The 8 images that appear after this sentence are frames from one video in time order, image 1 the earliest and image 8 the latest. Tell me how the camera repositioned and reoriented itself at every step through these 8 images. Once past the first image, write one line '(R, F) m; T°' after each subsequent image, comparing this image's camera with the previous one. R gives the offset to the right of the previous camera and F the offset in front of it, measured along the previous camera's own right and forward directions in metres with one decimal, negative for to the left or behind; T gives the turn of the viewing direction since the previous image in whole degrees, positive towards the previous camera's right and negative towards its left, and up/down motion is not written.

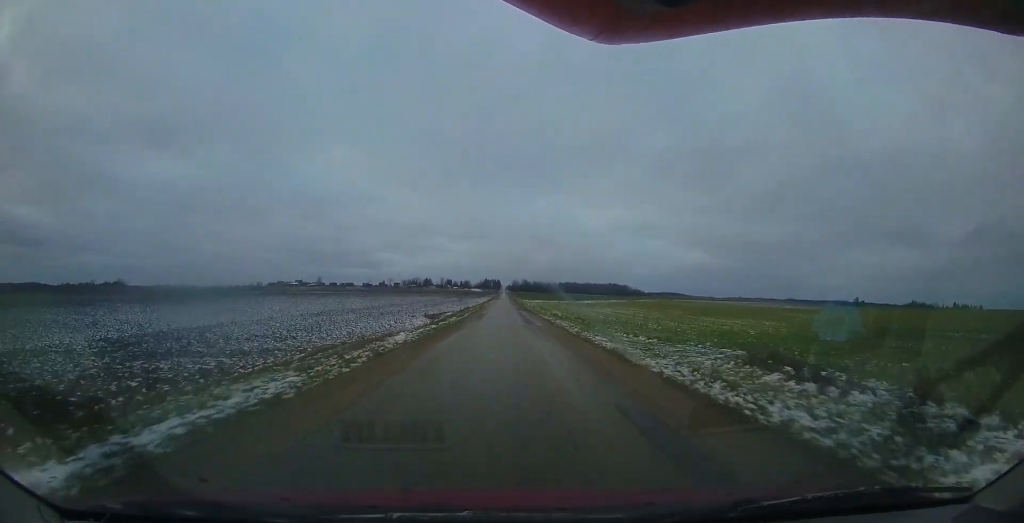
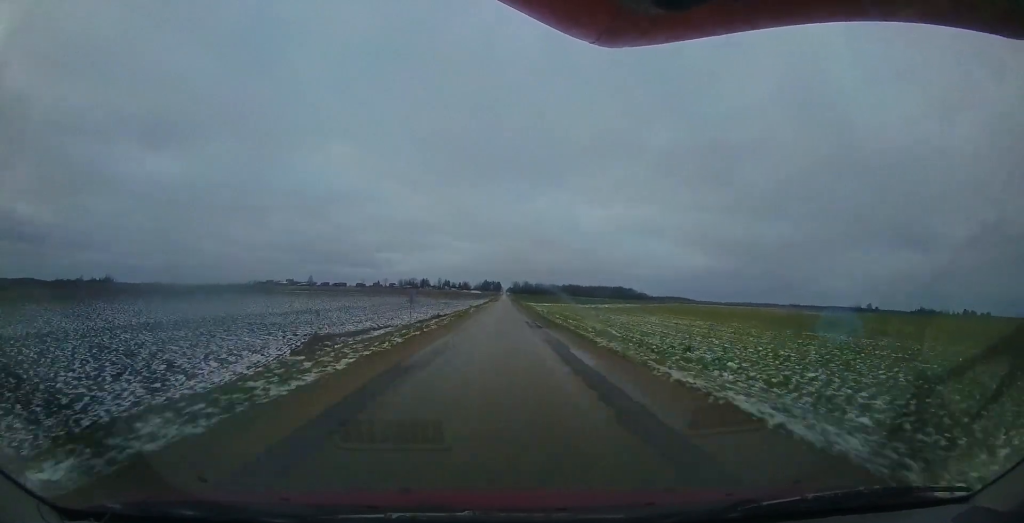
(0.0, +26.9) m; 0°
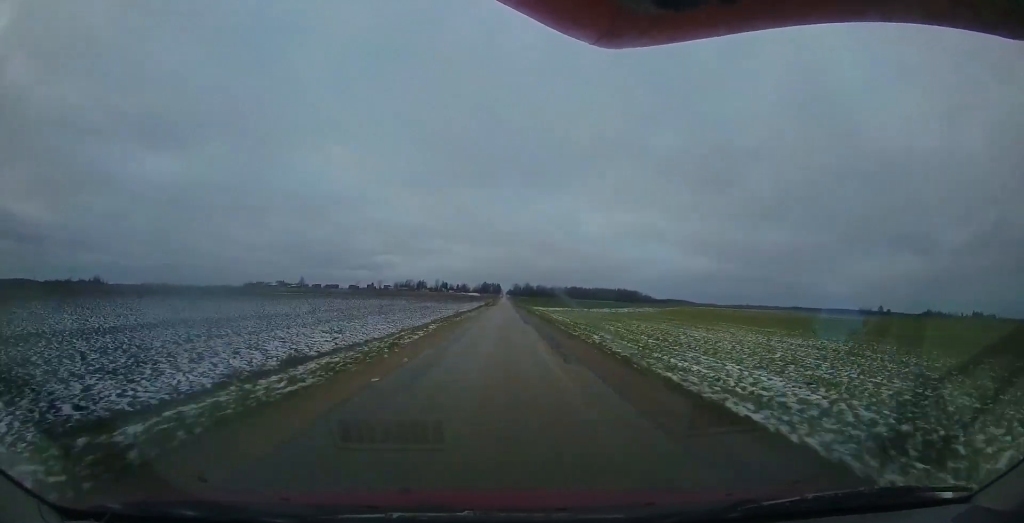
(+0.1, +23.7) m; +1°
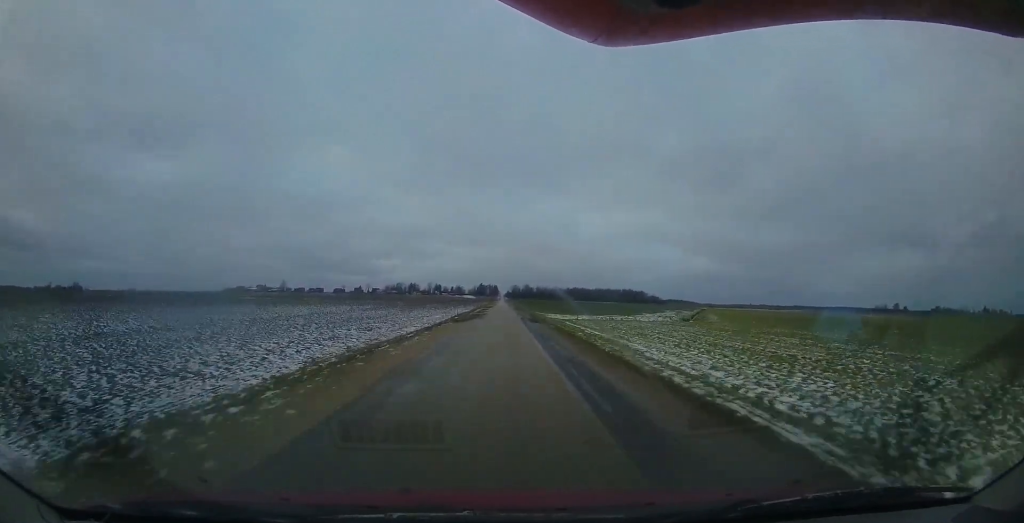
(+0.5, +37.2) m; +1°
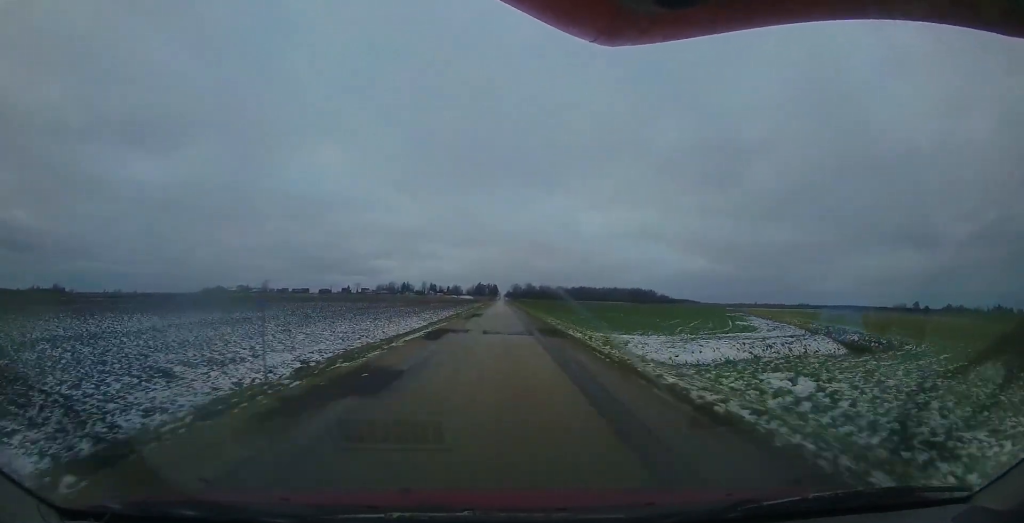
(0.0, +38.4) m; -1°
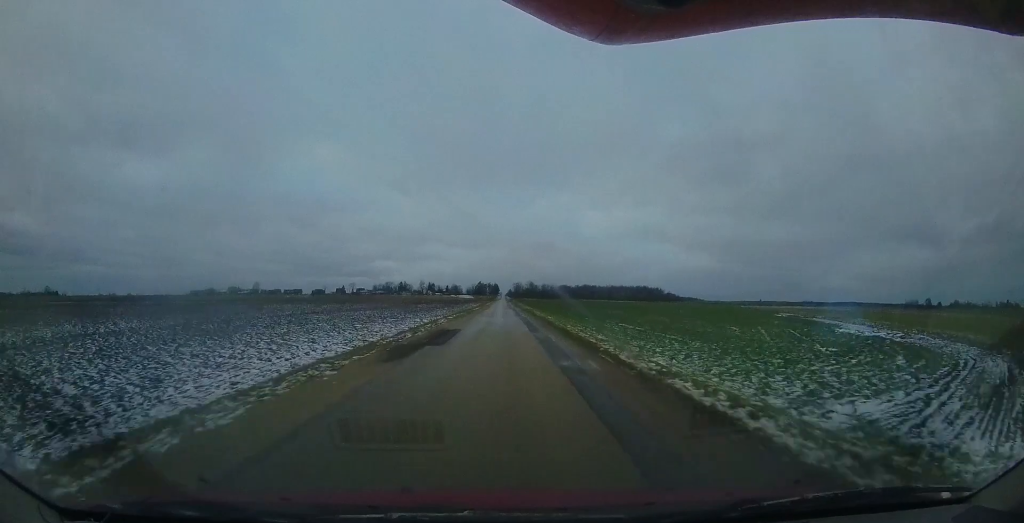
(-0.3, +19.3) m; -1°
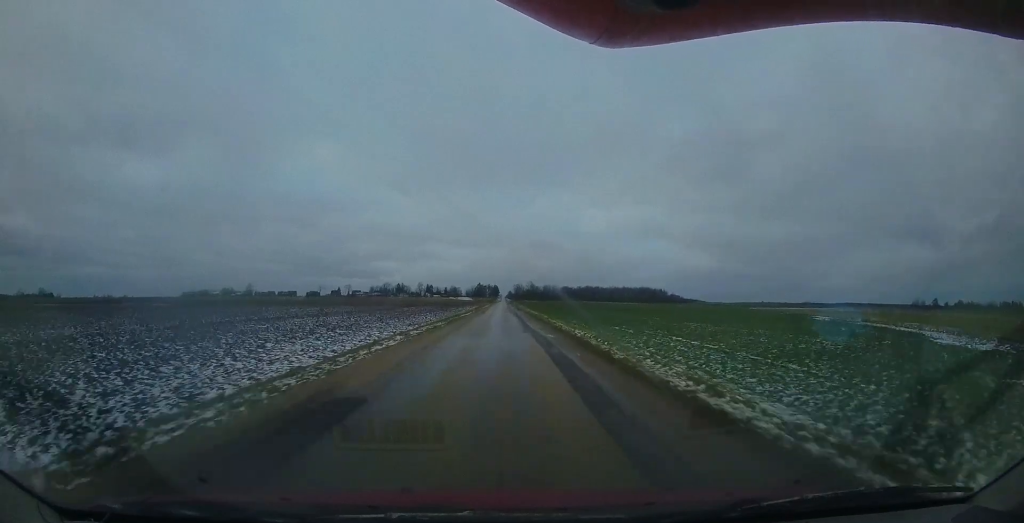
(-0.3, +12.3) m; 0°
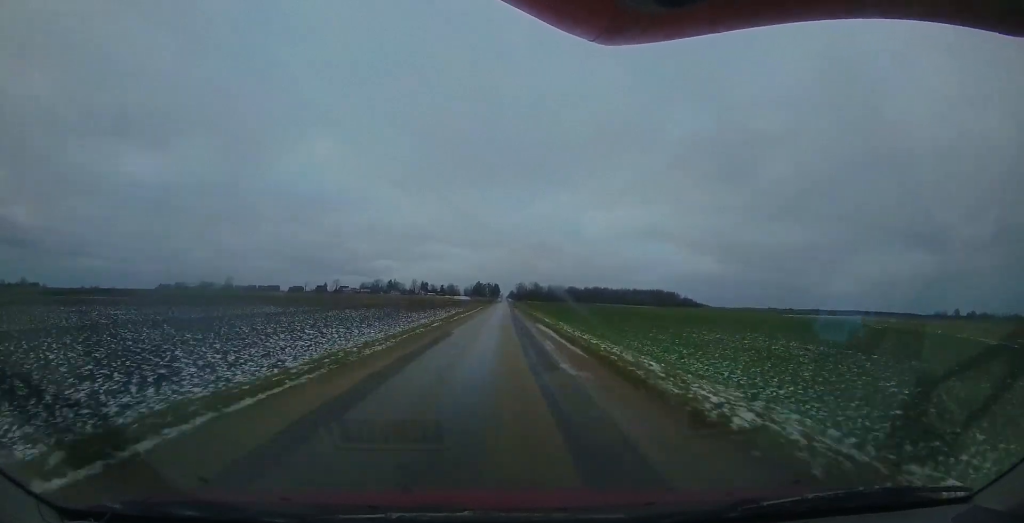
(+0.5, +36.8) m; 0°
